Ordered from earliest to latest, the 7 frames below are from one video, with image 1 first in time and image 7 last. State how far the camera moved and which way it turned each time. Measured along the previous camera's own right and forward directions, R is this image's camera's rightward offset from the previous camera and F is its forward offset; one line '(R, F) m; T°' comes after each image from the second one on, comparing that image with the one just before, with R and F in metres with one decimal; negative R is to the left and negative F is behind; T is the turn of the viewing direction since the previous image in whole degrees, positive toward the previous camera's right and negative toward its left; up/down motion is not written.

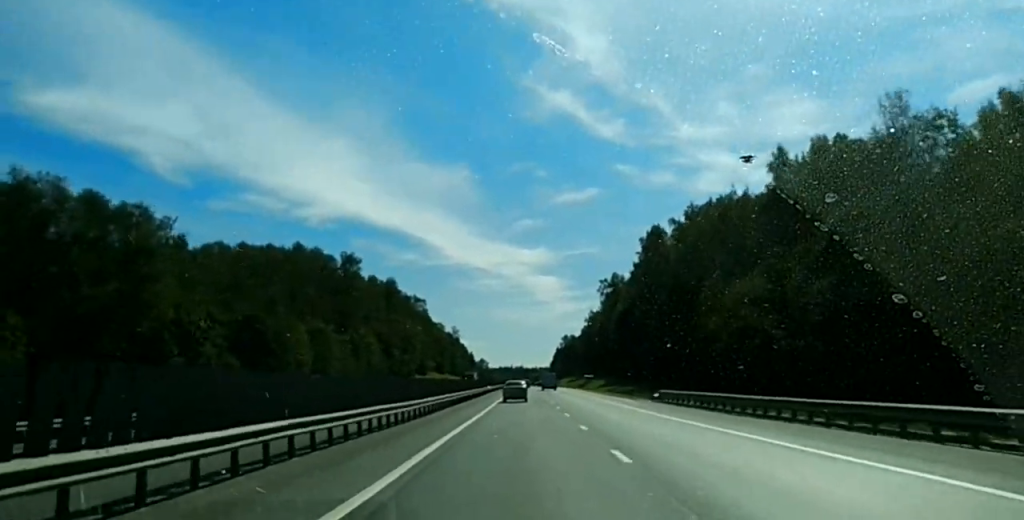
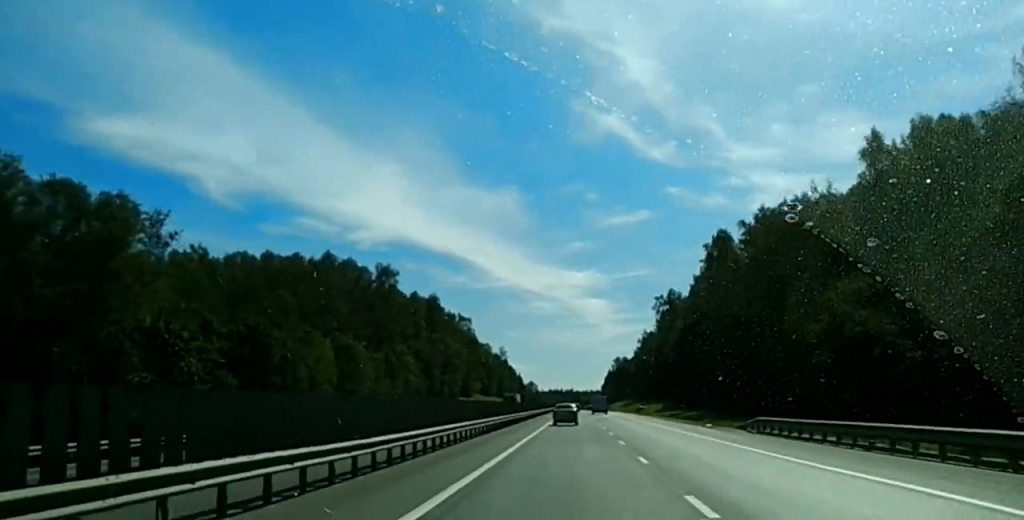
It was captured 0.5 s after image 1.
(0.0, +21.0) m; 0°
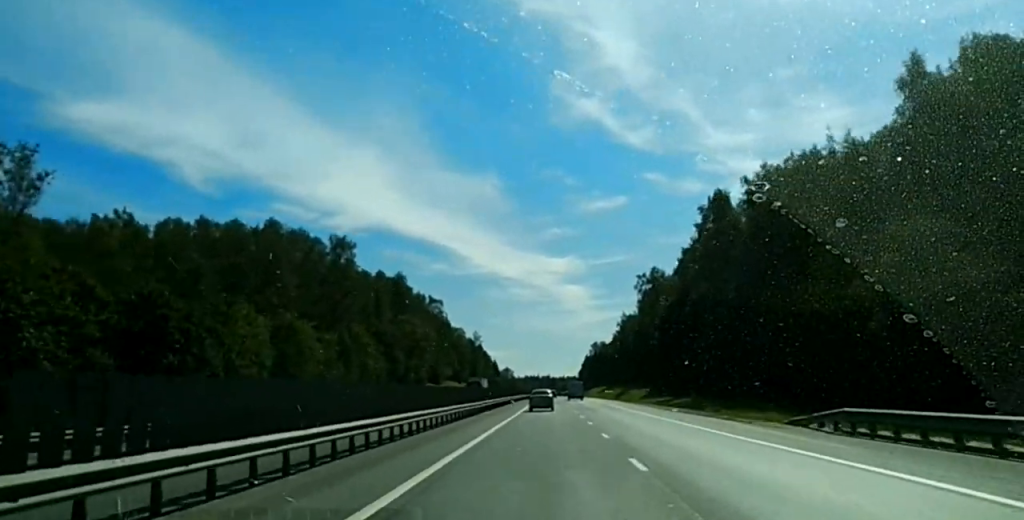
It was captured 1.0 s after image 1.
(-0.1, +23.0) m; +1°
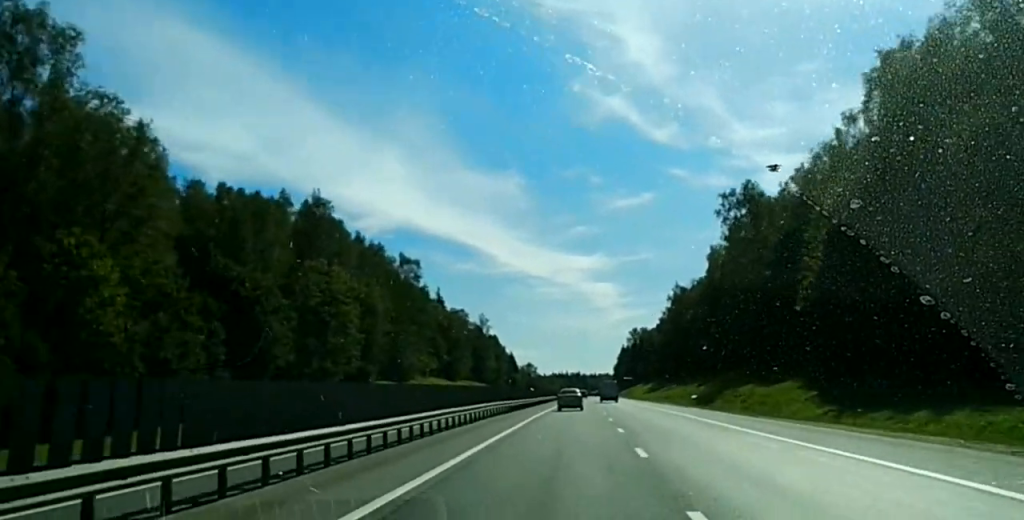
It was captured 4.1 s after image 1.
(+2.8, +111.9) m; +1°
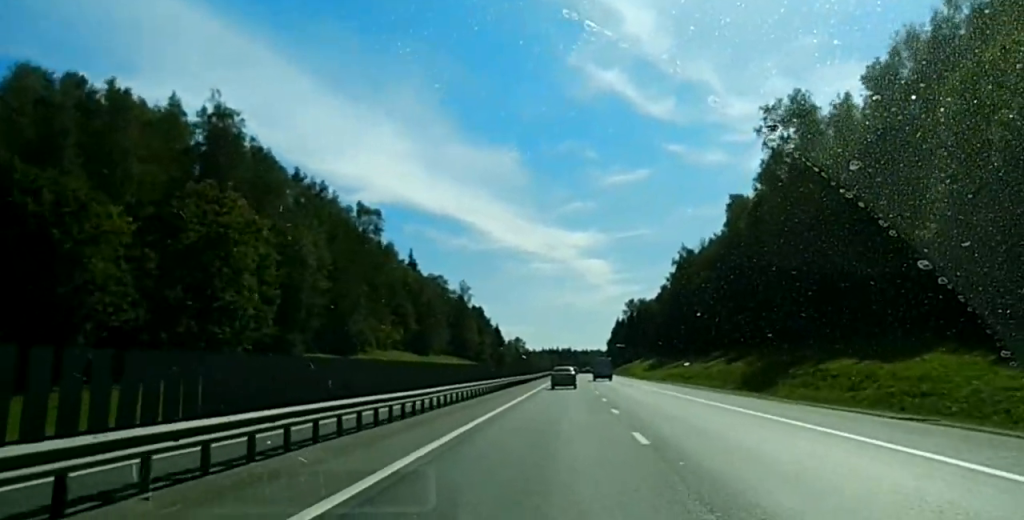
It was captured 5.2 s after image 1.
(-0.1, +37.0) m; -1°
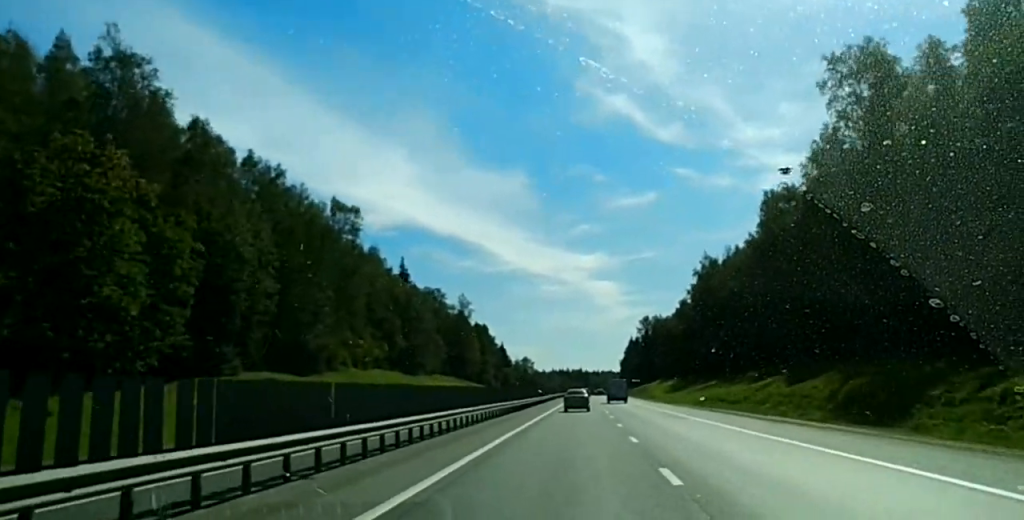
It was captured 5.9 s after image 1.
(-0.2, +25.9) m; 0°
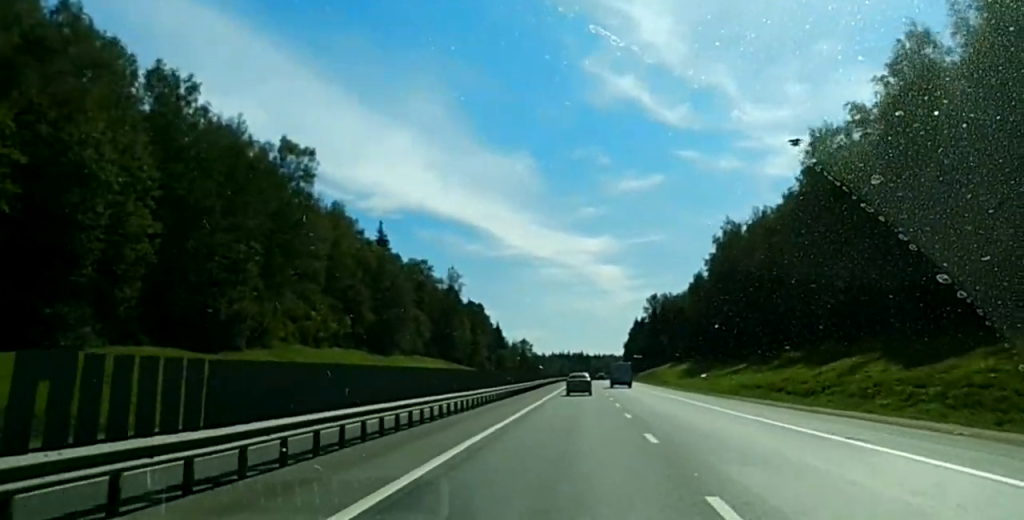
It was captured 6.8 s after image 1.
(-0.2, +28.6) m; 0°
